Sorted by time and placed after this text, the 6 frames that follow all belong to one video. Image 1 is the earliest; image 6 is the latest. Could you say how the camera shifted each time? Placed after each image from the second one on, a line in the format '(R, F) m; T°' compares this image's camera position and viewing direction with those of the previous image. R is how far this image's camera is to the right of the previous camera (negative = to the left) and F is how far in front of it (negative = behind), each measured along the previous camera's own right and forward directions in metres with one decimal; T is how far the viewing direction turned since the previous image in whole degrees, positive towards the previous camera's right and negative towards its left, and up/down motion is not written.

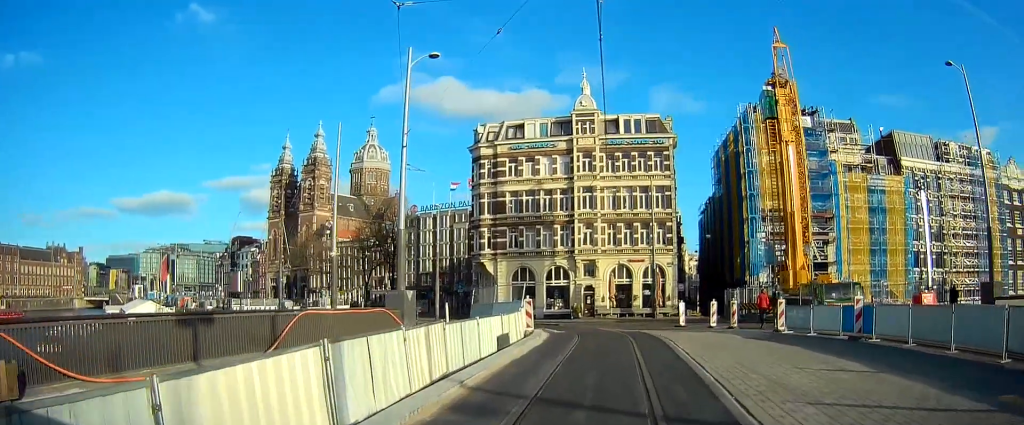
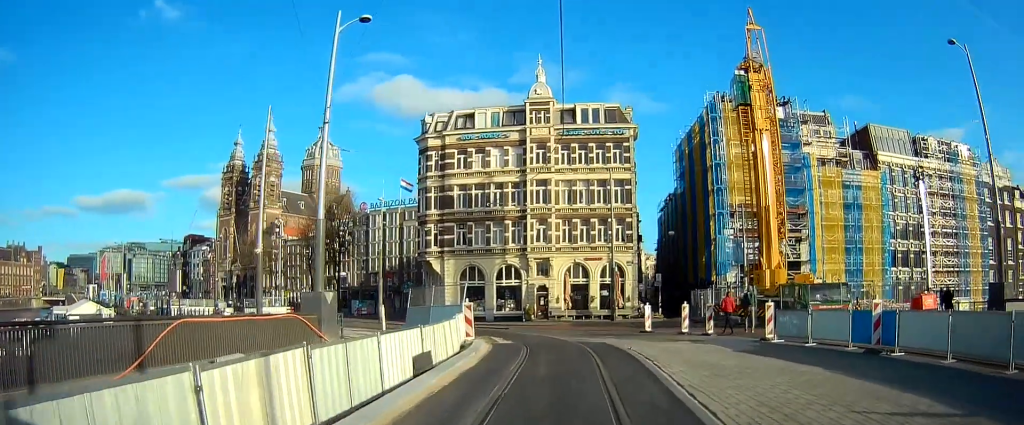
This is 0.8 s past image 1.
(+0.3, +3.6) m; +3°
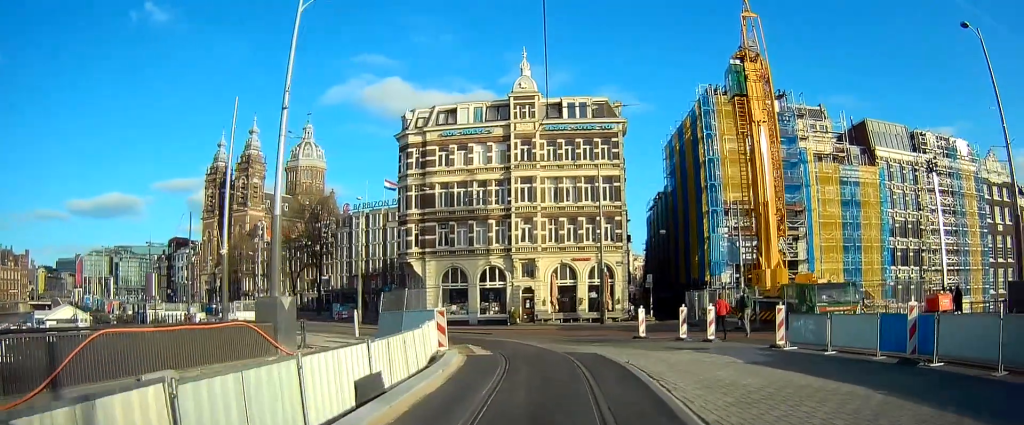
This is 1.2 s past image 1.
(0.0, +2.4) m; 0°
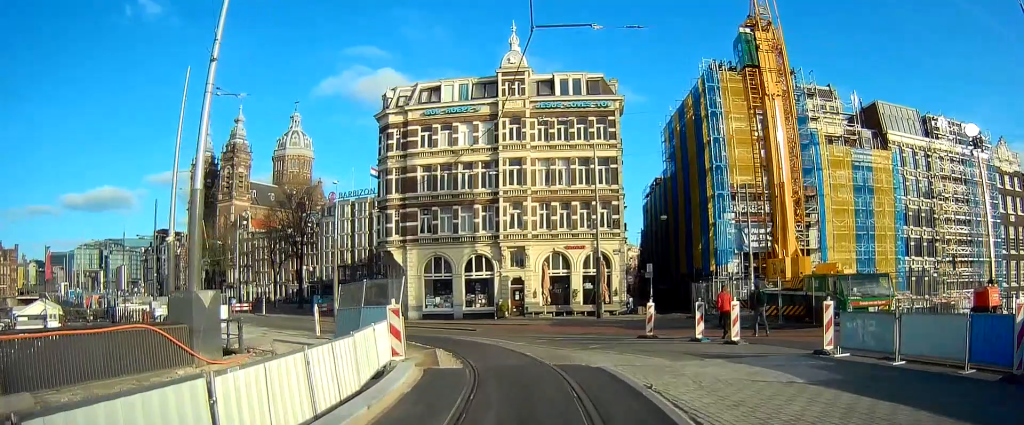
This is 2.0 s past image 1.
(0.0, +3.9) m; -2°
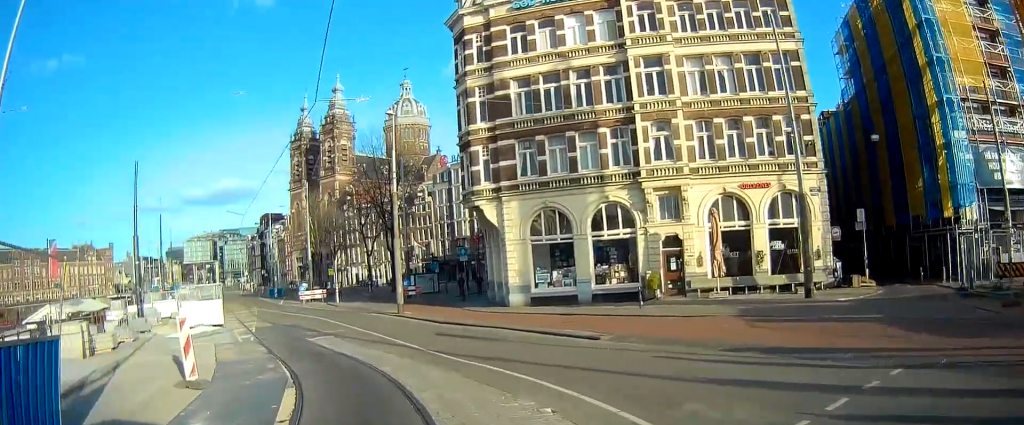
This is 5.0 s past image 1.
(-2.3, +15.5) m; -20°
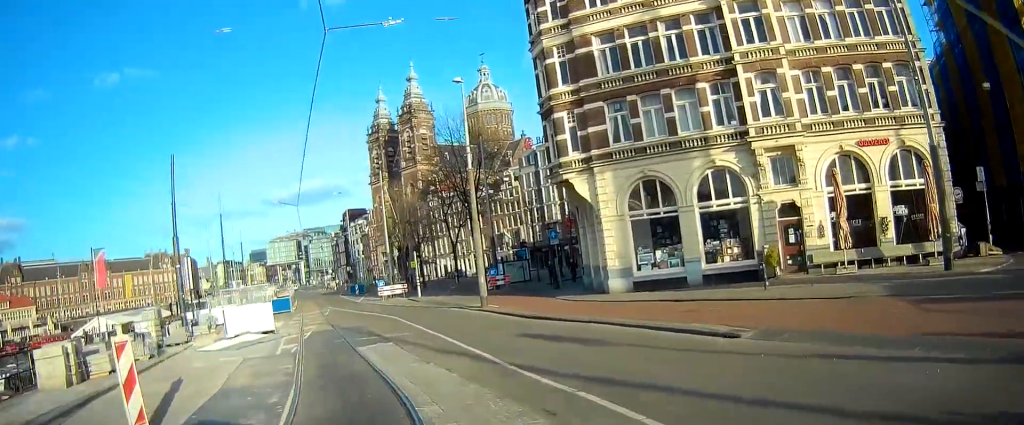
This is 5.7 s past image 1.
(-0.3, +3.7) m; -7°
